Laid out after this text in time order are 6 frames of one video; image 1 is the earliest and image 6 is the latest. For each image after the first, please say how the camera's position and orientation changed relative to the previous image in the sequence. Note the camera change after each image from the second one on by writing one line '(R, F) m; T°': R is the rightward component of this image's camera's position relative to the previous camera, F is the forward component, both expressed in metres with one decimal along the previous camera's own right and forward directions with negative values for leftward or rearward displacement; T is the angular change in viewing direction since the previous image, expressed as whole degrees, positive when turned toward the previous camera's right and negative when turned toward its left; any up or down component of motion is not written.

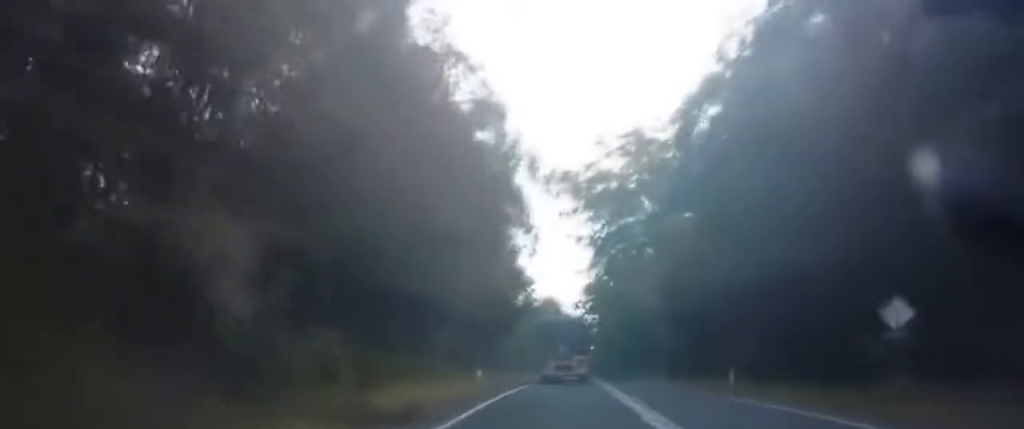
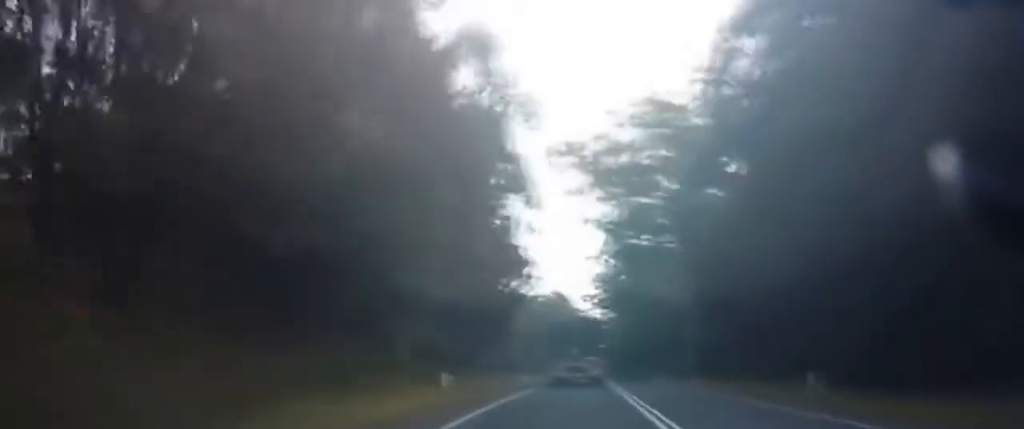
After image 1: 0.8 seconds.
(-0.3, +14.4) m; 0°
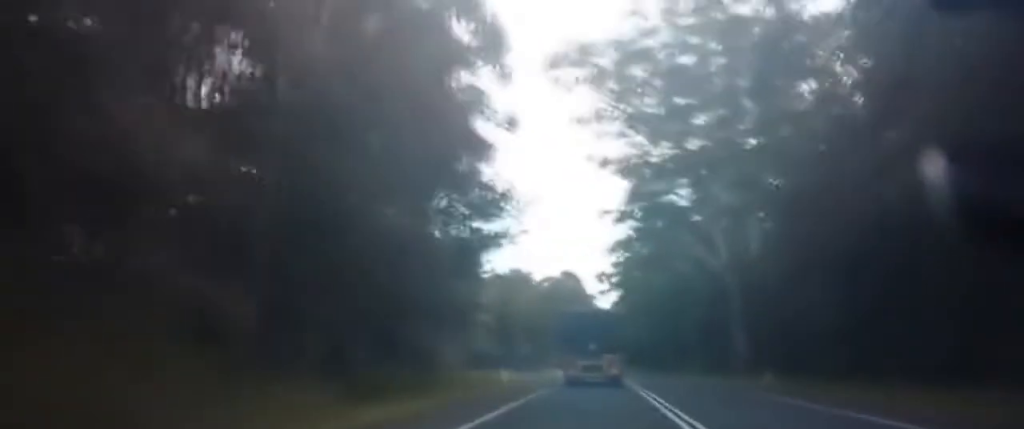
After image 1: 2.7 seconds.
(+0.1, +34.5) m; -2°
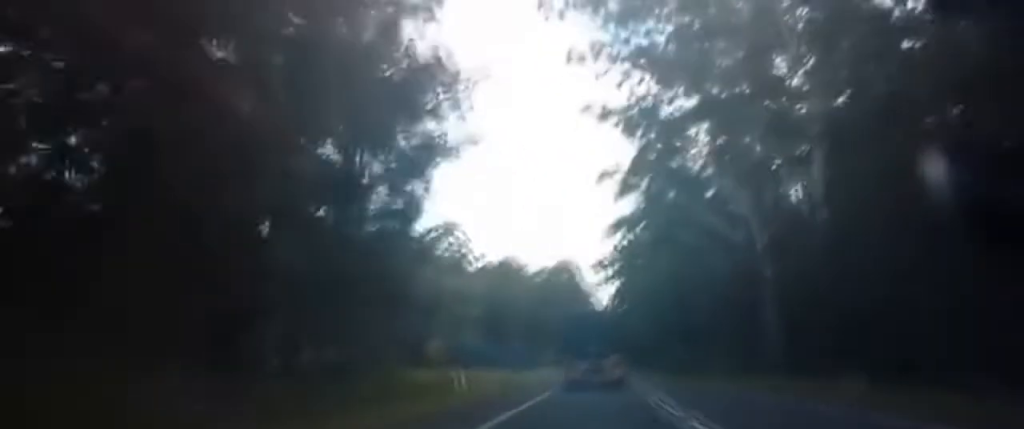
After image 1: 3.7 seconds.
(-0.4, +17.7) m; 0°
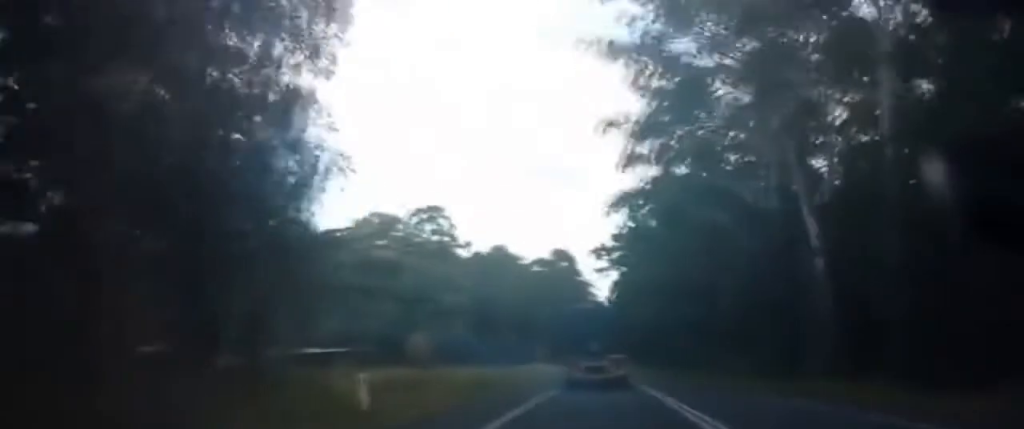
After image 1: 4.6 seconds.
(+0.3, +14.7) m; +3°
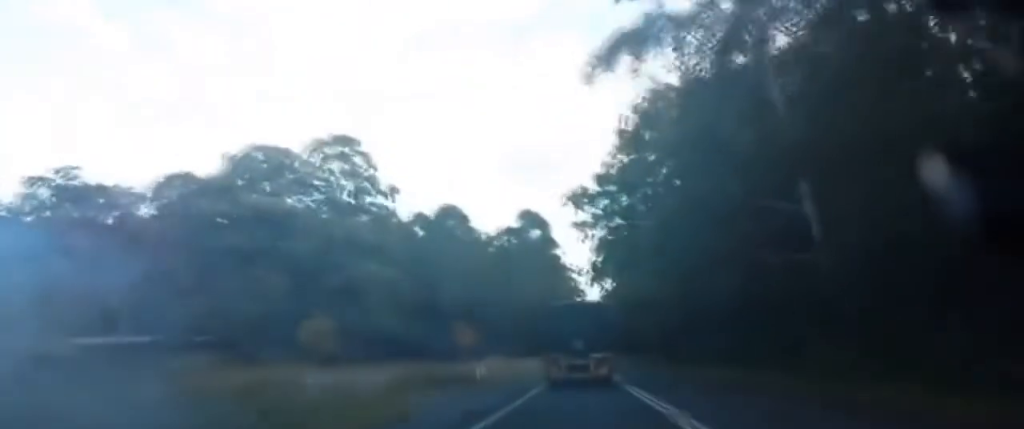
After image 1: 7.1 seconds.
(+1.7, +44.6) m; -1°
